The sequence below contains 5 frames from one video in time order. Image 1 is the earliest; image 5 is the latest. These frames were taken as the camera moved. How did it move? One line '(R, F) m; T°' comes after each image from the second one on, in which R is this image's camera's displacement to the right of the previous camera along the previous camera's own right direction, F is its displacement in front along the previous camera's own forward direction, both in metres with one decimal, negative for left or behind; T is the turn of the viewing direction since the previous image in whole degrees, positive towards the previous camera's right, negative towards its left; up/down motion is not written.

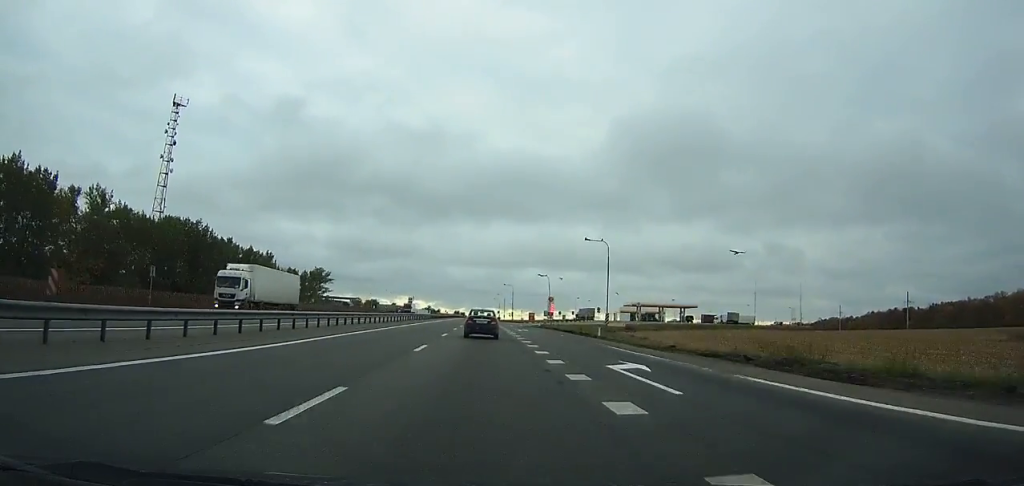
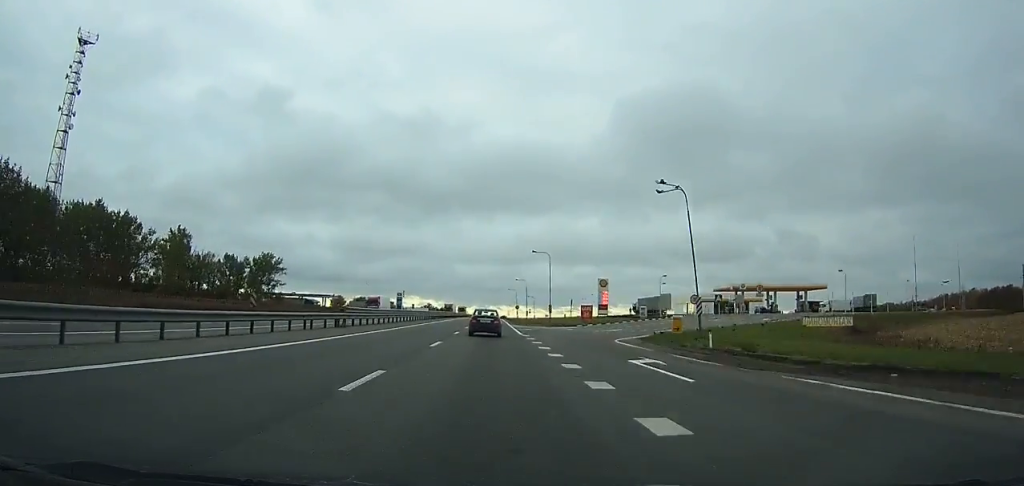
(-1.0, +67.5) m; -1°
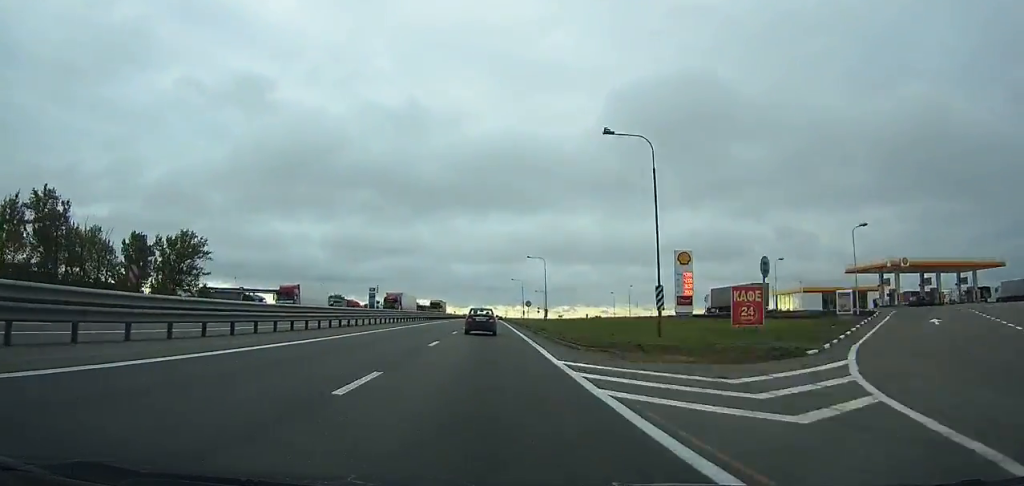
(-0.3, +48.3) m; 0°
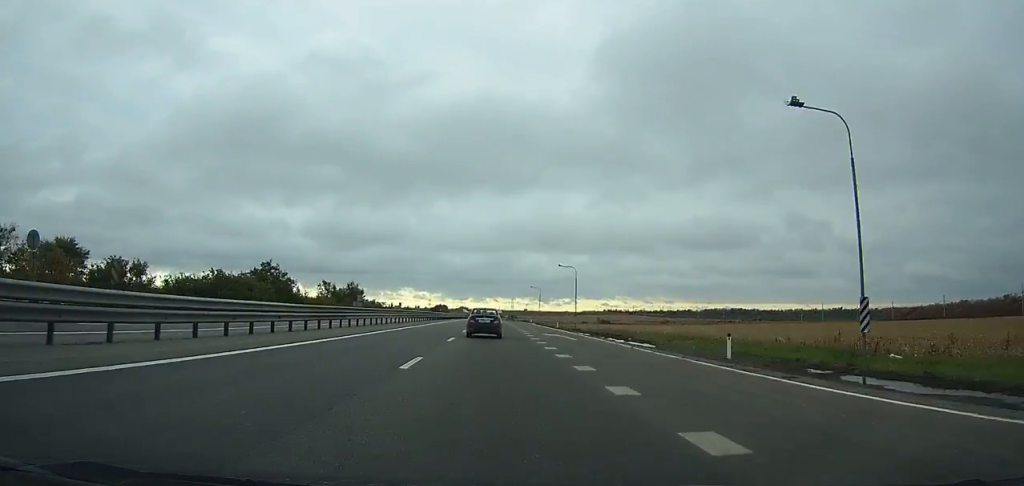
(-0.5, +210.4) m; 0°
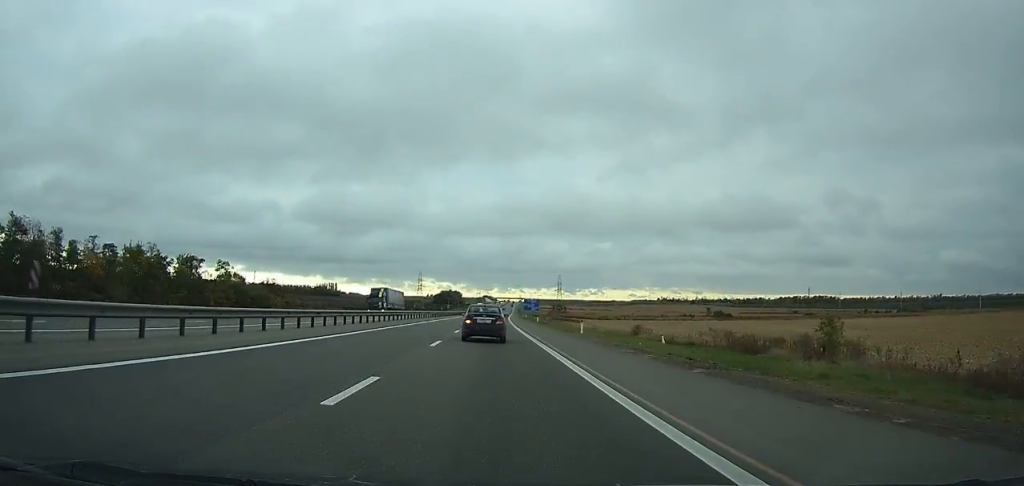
(-2.6, +295.5) m; -2°
